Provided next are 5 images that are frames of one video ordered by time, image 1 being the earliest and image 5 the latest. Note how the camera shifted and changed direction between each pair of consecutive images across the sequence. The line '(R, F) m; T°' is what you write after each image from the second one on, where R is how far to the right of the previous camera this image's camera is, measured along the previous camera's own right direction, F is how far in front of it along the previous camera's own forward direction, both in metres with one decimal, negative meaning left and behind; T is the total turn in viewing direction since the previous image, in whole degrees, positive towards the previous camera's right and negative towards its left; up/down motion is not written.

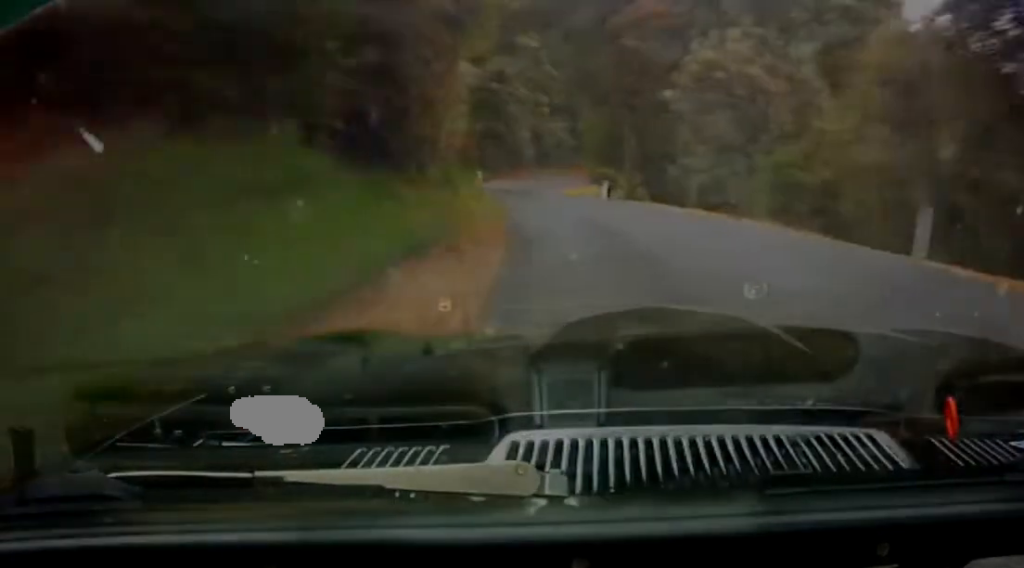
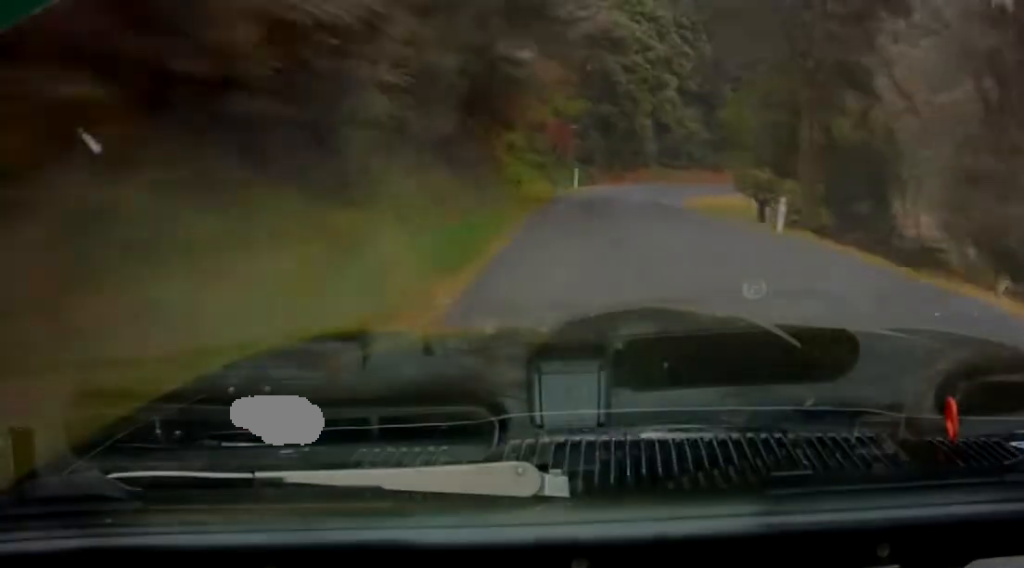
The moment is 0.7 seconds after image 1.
(-0.3, +16.2) m; -2°
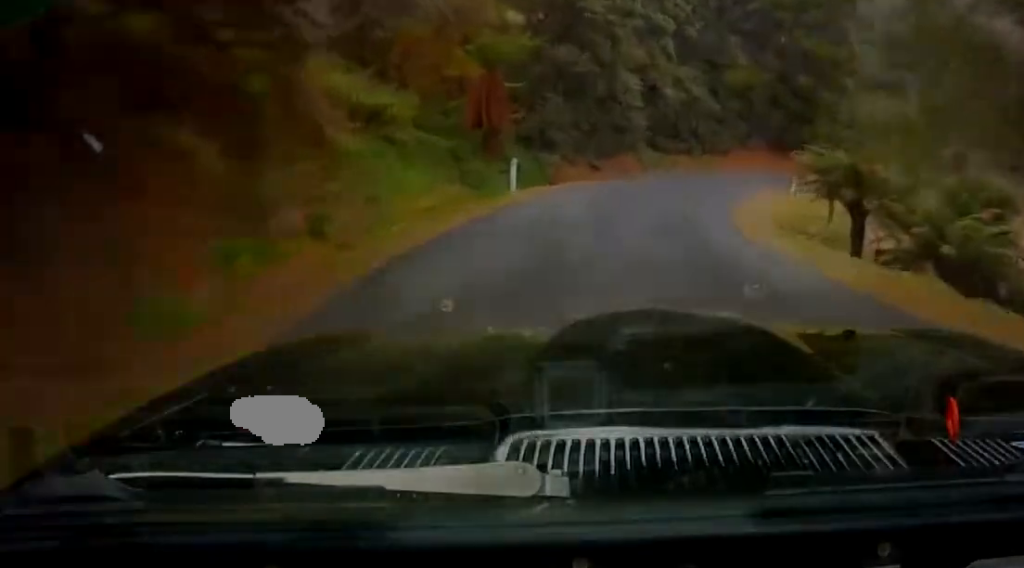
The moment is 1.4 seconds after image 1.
(-0.4, +17.9) m; 0°
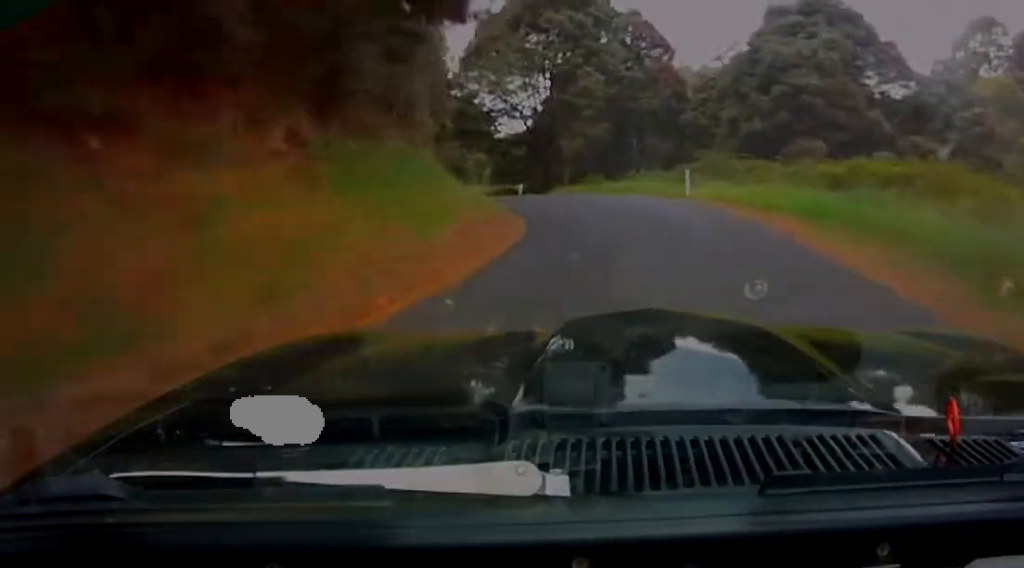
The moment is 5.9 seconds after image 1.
(+55.2, +99.0) m; +53°
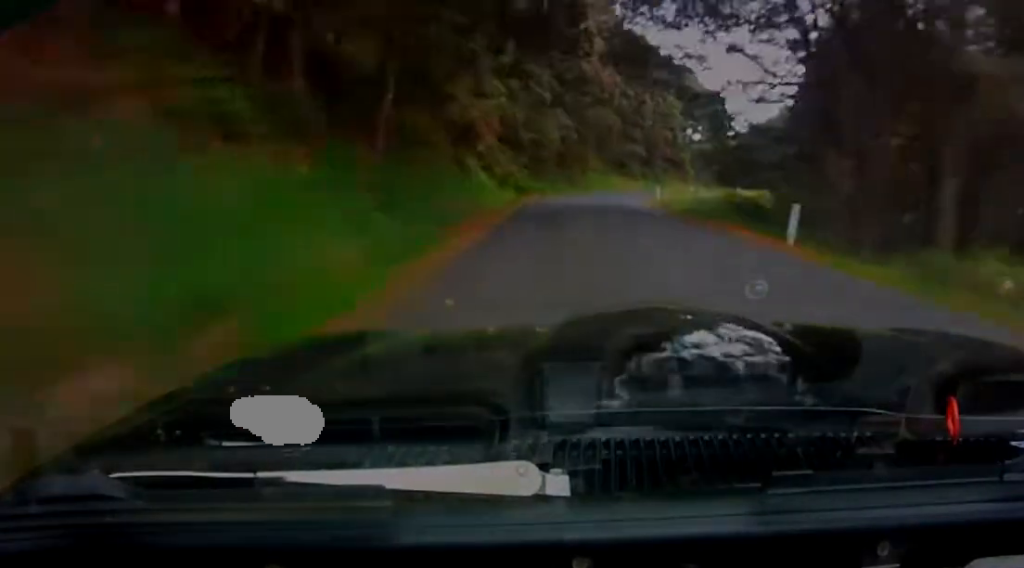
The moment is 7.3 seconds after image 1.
(+2.4, +41.3) m; +3°
